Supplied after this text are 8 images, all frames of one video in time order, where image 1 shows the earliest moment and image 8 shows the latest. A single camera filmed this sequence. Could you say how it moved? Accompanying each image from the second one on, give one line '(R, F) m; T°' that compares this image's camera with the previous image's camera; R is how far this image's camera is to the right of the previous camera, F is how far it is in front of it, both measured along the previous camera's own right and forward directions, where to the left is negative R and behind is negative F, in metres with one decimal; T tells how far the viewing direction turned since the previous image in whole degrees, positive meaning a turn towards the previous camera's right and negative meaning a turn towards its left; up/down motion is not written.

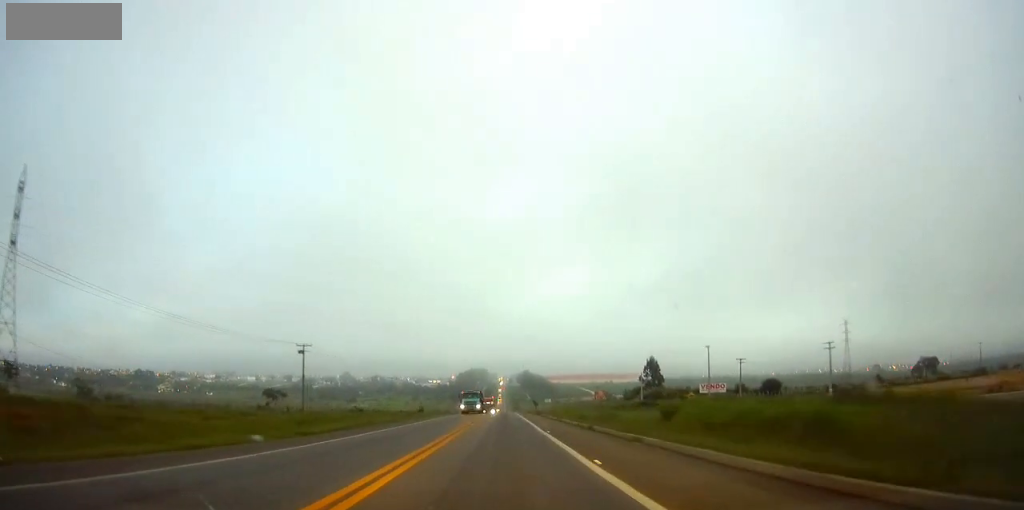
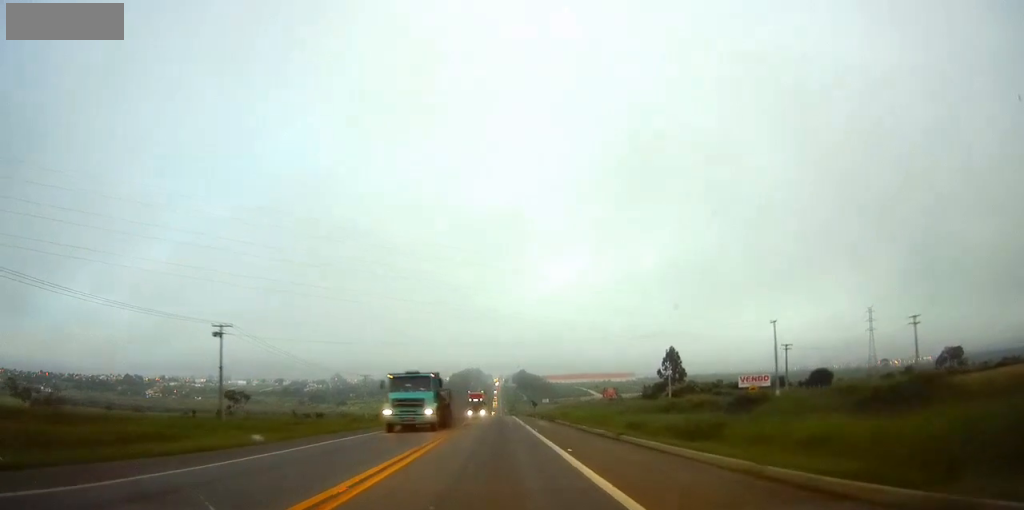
(+0.1, +28.8) m; 0°
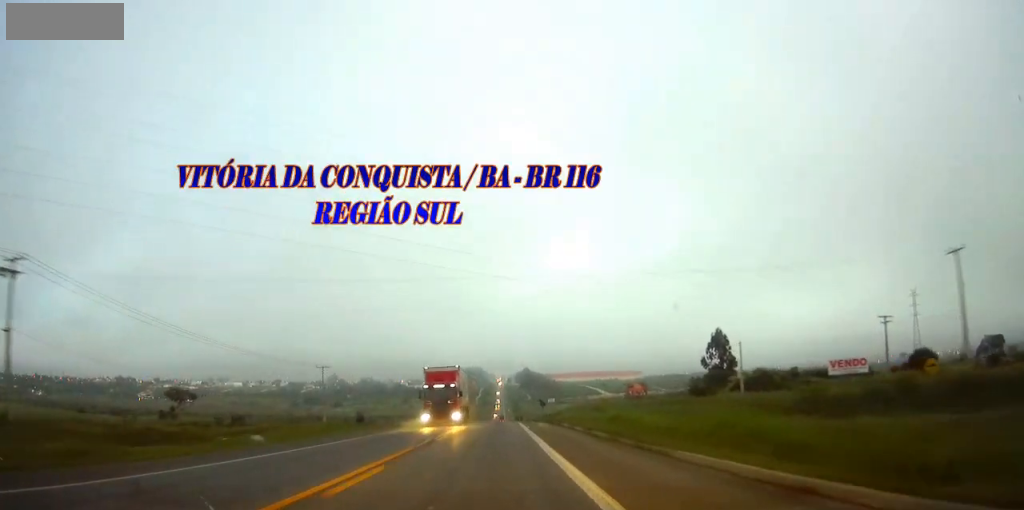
(-0.1, +36.9) m; 0°
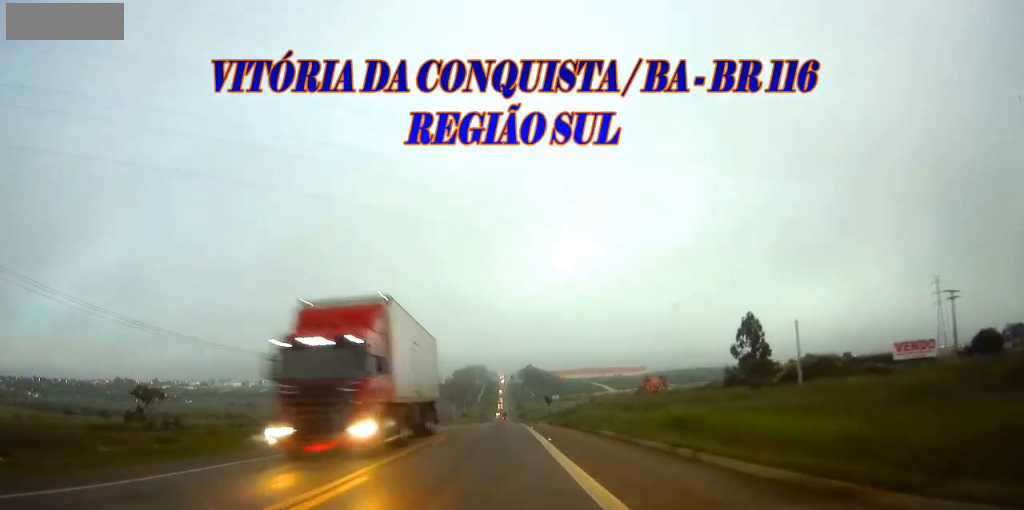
(0.0, +16.0) m; 0°
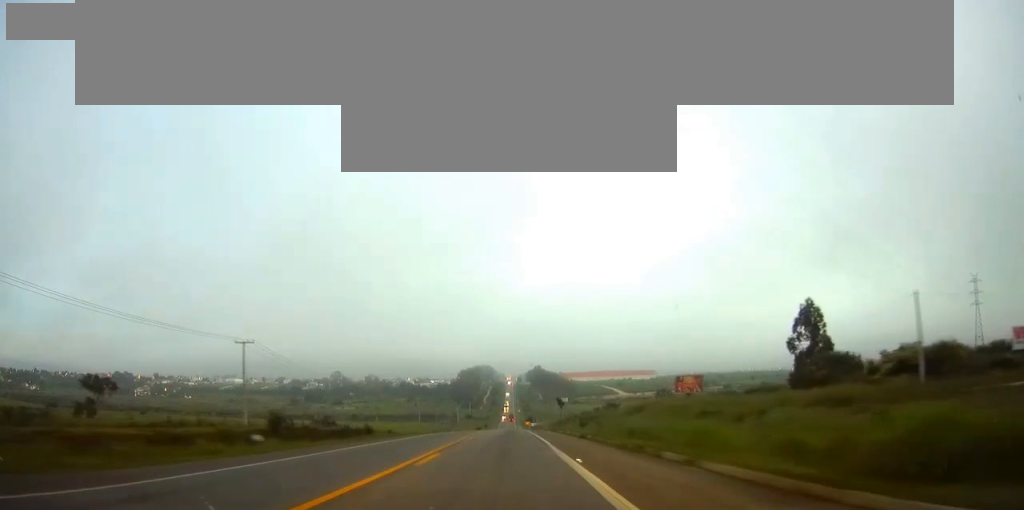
(-0.1, +22.5) m; 0°
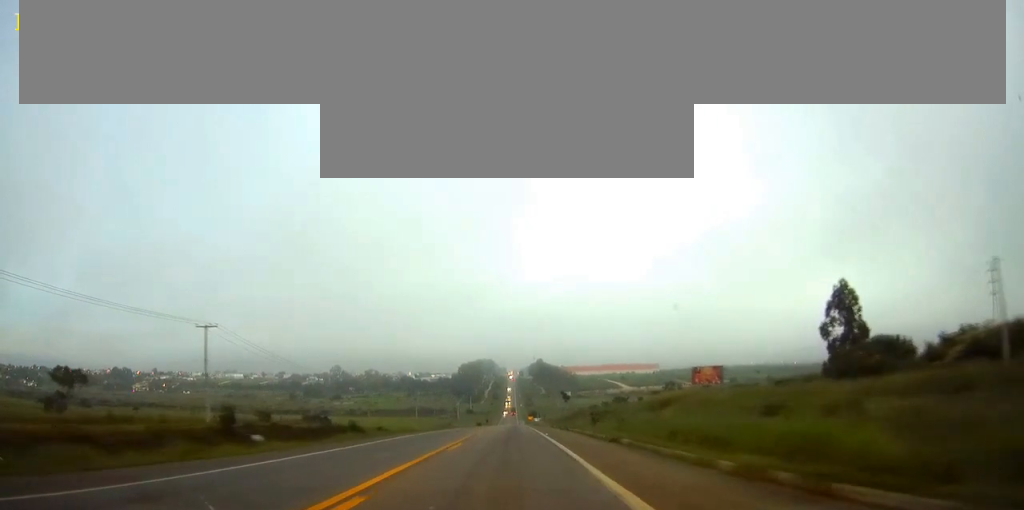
(0.0, +10.6) m; 0°
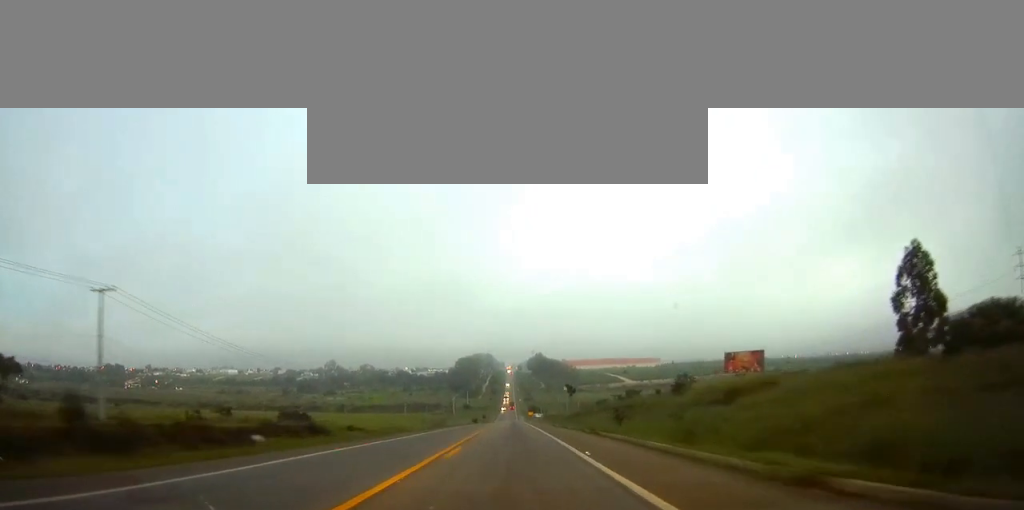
(0.0, +18.0) m; 0°
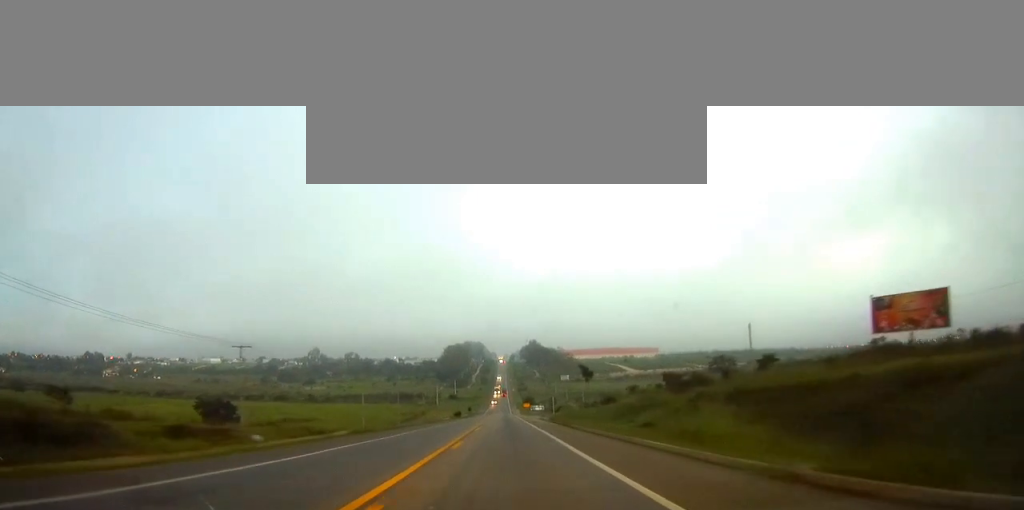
(+0.4, +45.2) m; +1°
